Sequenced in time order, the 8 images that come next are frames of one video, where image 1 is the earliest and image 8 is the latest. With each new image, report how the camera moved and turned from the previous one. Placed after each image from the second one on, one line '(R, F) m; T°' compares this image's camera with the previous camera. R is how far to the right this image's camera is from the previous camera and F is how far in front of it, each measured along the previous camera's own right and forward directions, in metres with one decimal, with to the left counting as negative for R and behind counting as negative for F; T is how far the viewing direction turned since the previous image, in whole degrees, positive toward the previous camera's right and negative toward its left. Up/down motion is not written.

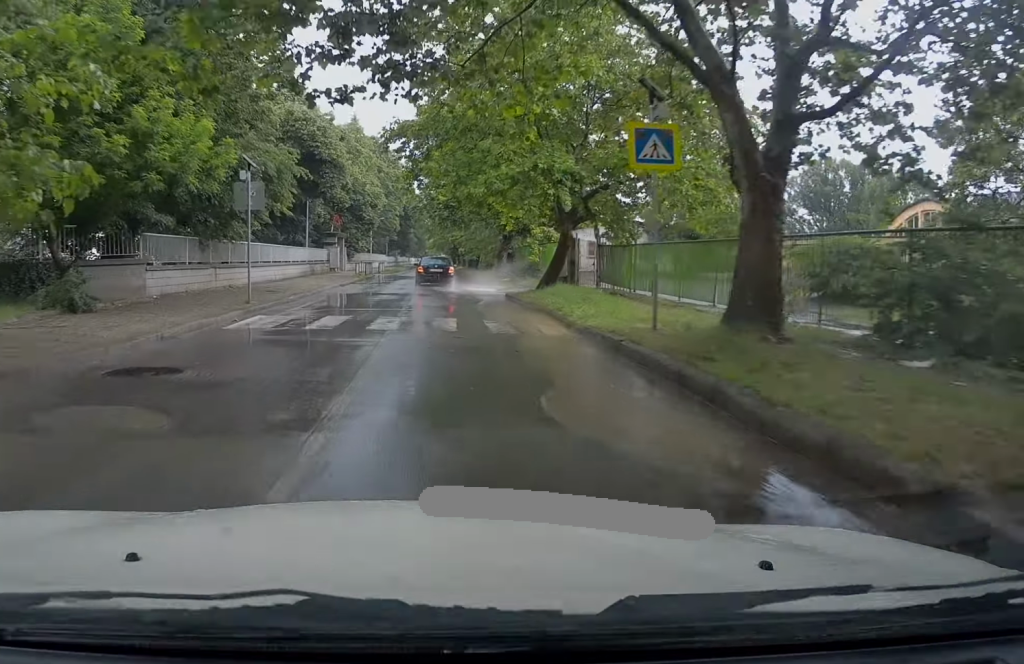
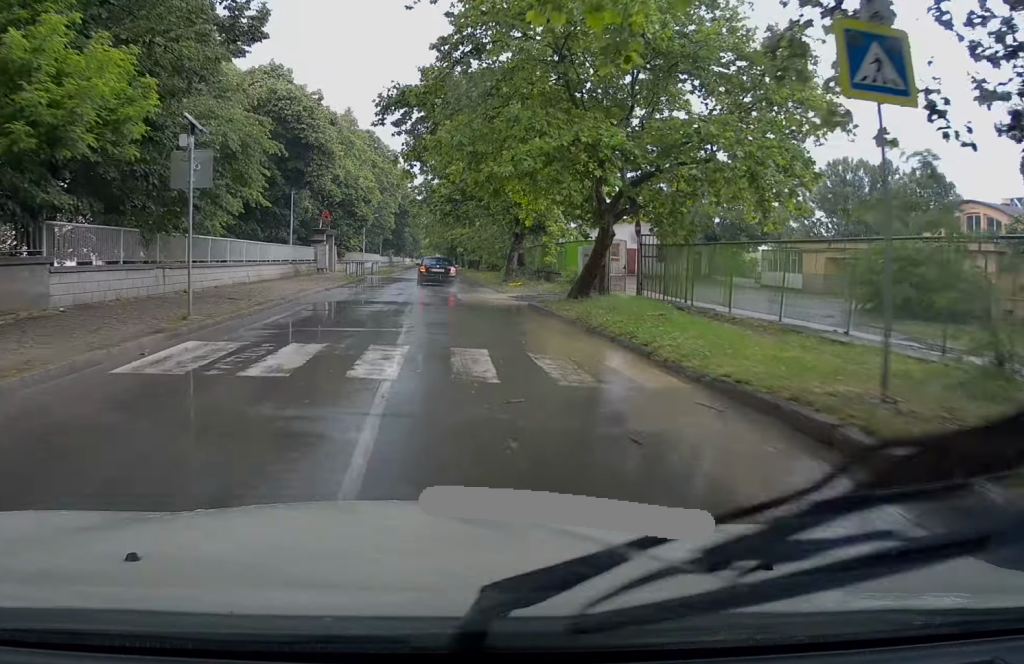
(-0.2, +5.2) m; -2°
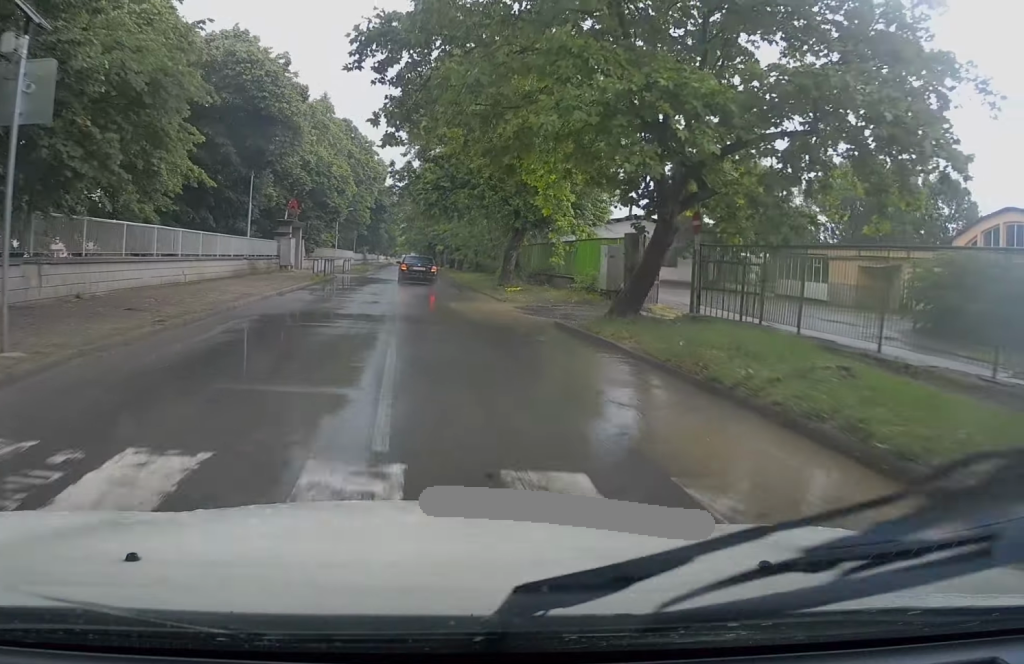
(-0.1, +6.0) m; +1°
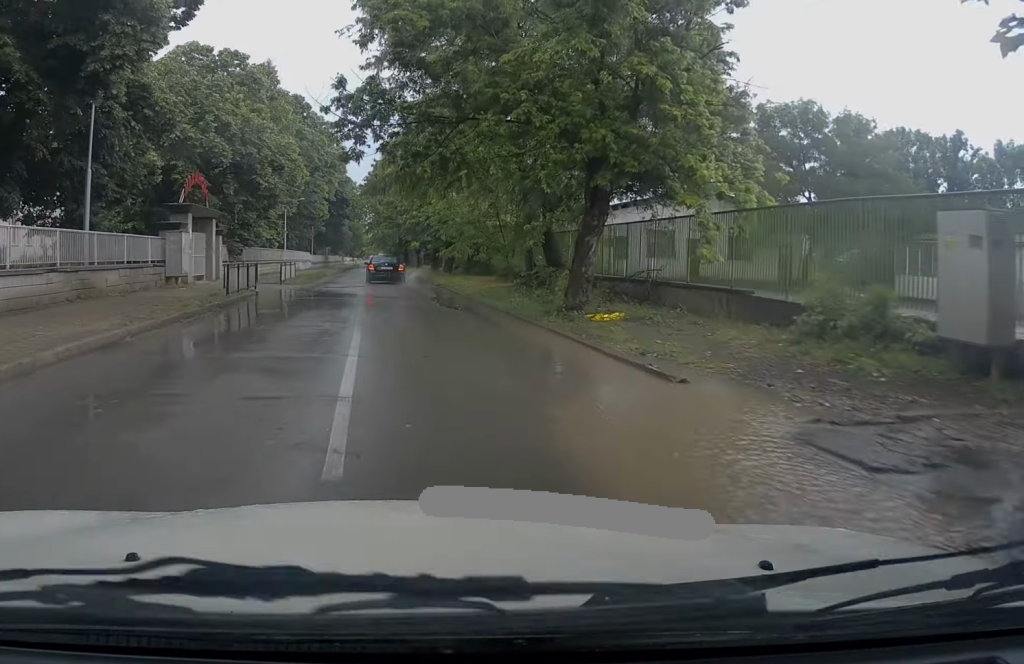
(+0.5, +16.1) m; +2°
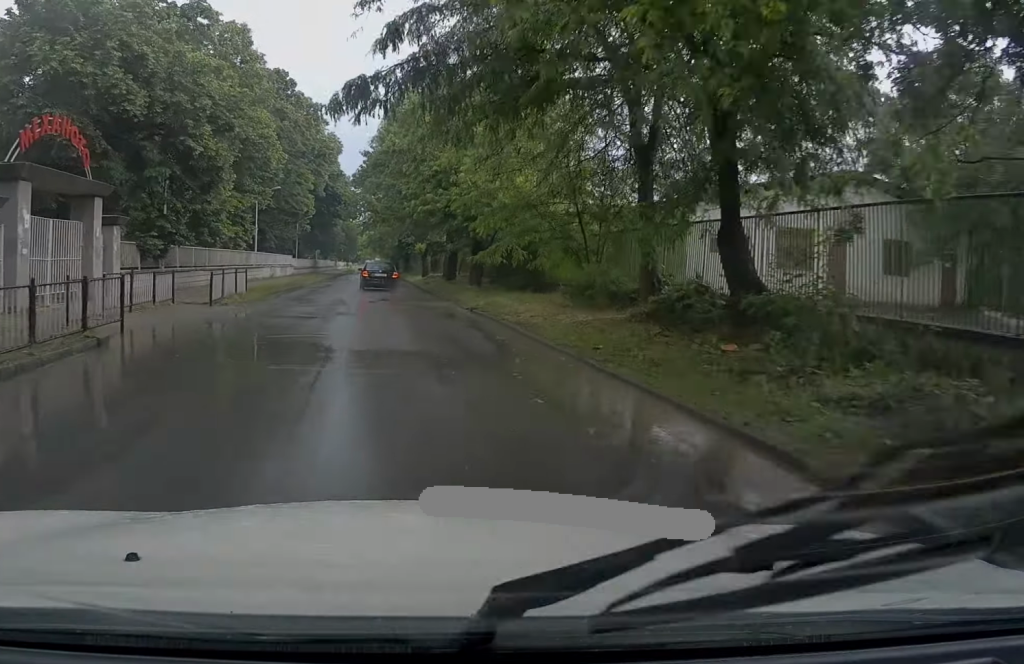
(-0.1, +13.4) m; 0°
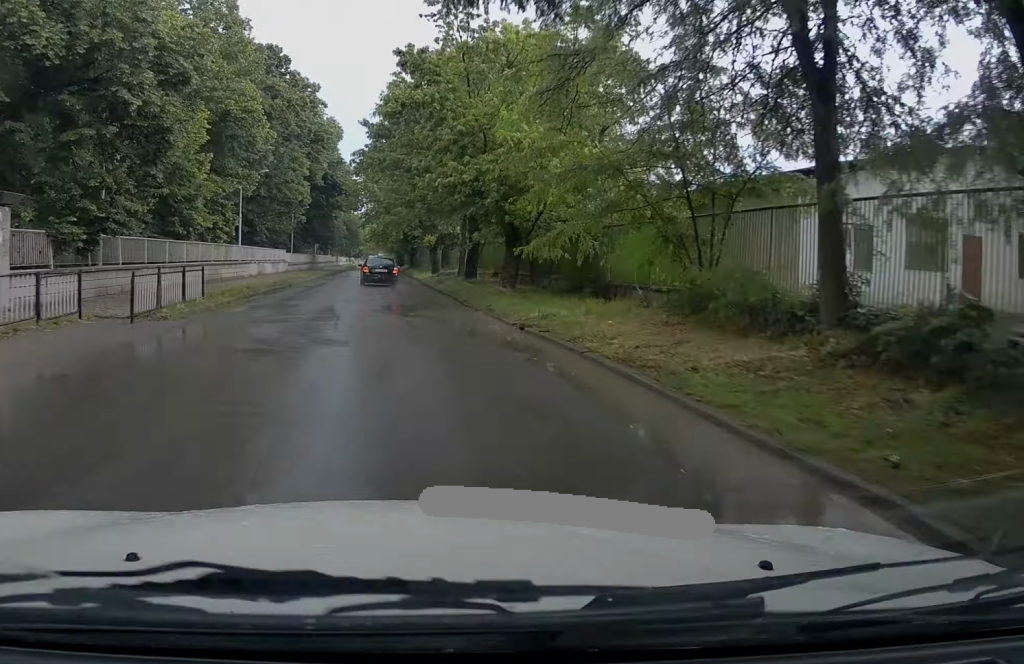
(-0.1, +6.9) m; +1°
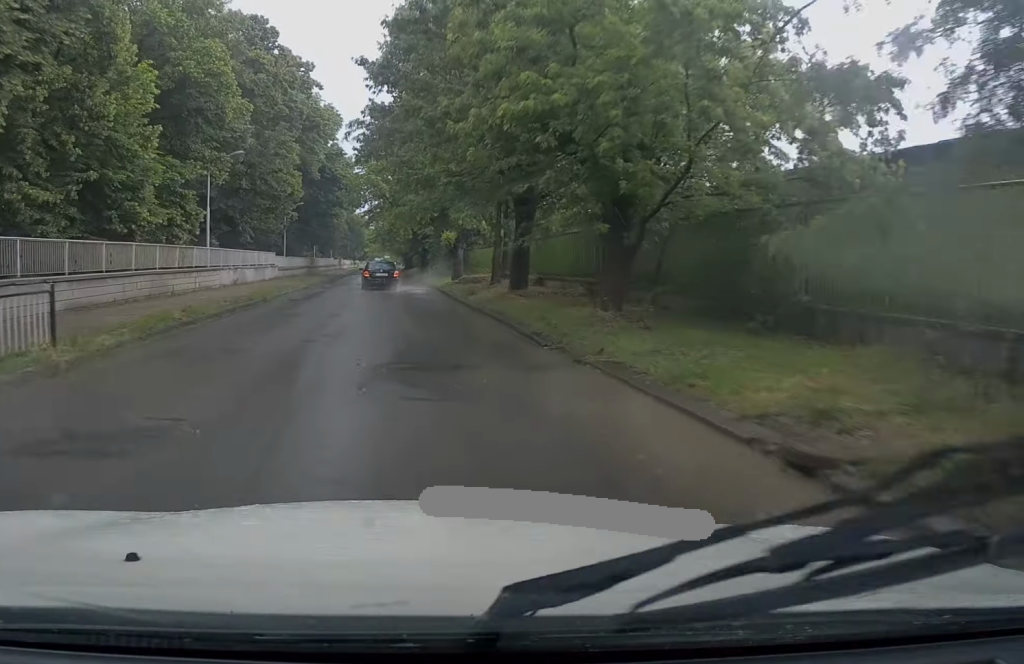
(+0.3, +9.4) m; 0°
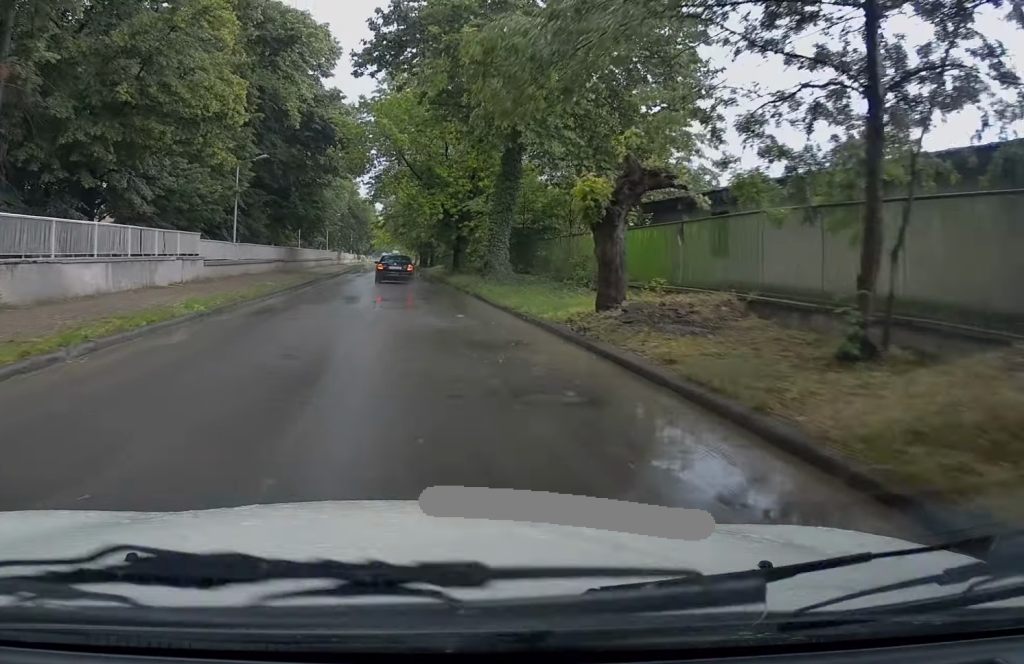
(-0.1, +24.1) m; +1°
